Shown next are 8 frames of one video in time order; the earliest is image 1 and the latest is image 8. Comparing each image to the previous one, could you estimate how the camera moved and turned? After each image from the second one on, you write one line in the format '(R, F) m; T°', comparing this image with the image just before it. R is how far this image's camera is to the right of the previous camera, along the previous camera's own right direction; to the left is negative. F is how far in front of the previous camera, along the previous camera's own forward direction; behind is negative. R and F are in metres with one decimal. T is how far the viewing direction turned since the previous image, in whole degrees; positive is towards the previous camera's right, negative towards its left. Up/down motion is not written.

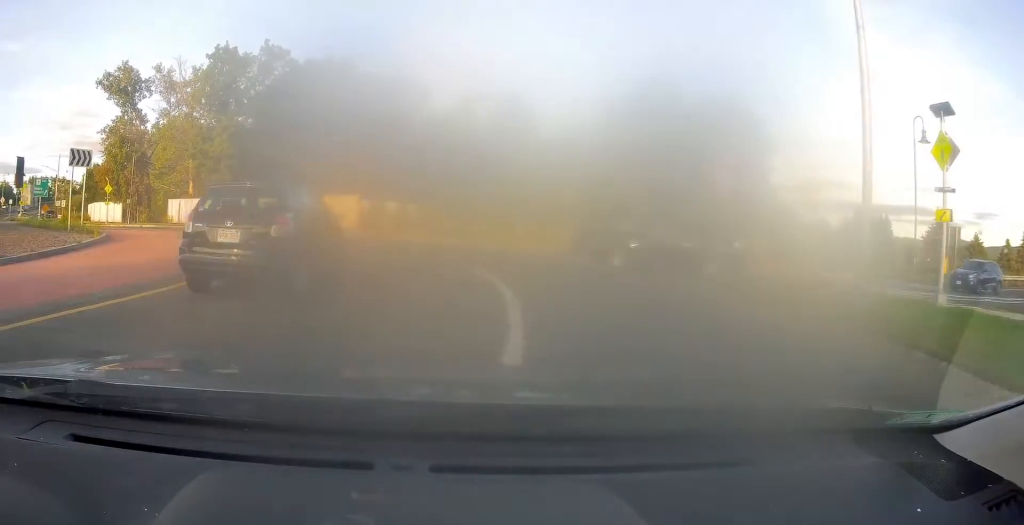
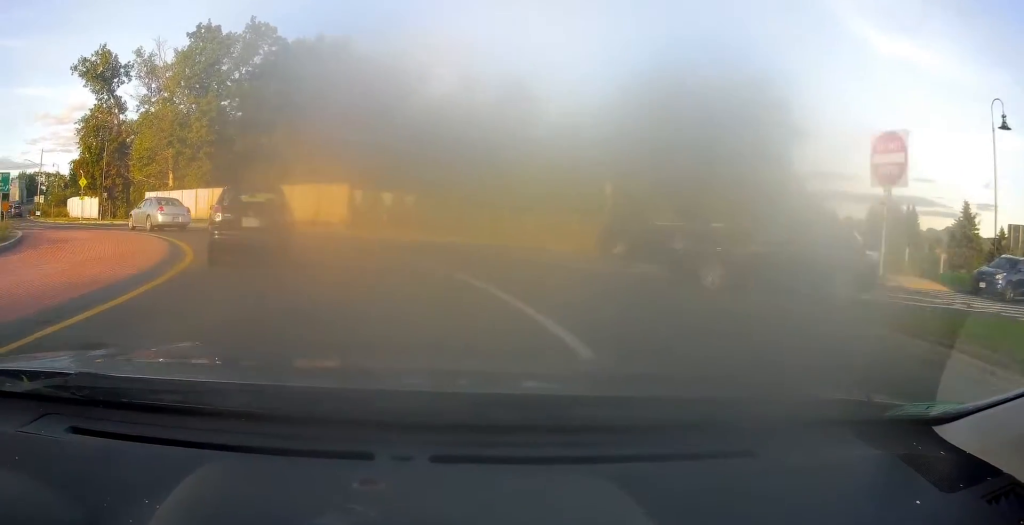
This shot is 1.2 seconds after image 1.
(-0.4, +7.2) m; -7°
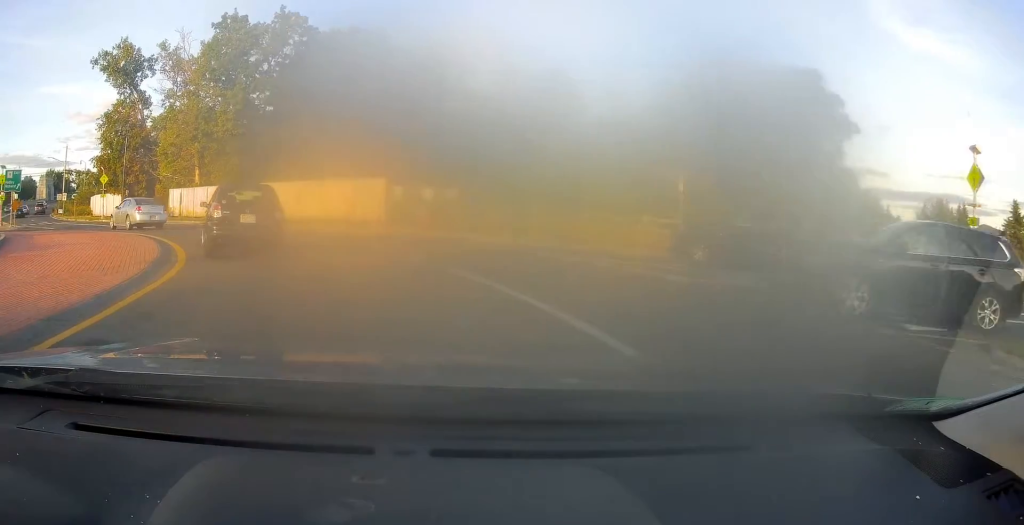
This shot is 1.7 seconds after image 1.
(-0.1, +3.4) m; -4°
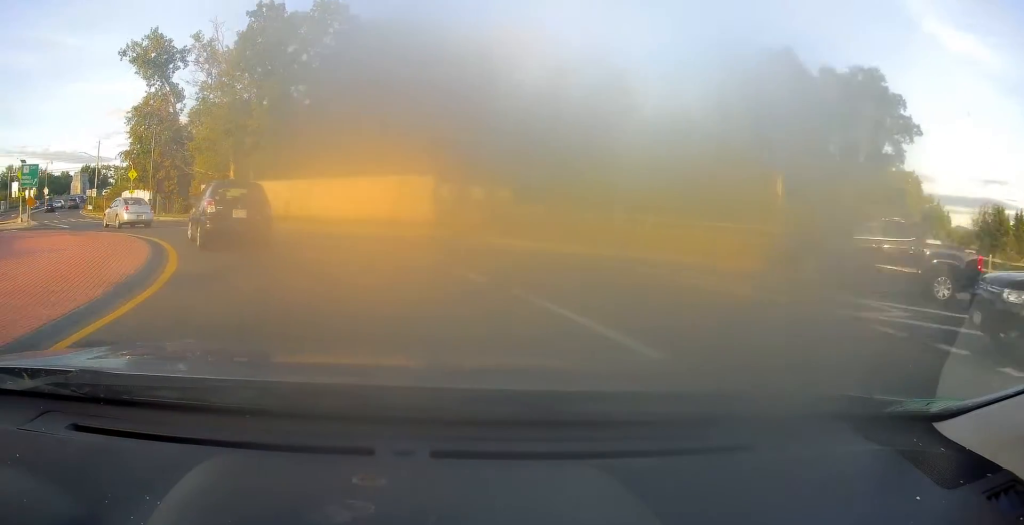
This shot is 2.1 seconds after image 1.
(+0.1, +3.0) m; -5°
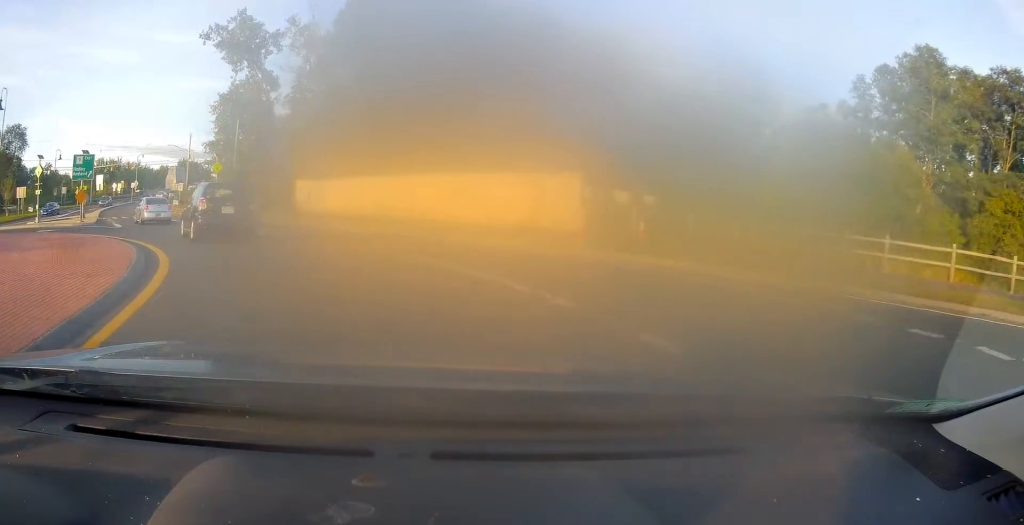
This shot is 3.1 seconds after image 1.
(-0.7, +6.4) m; -10°
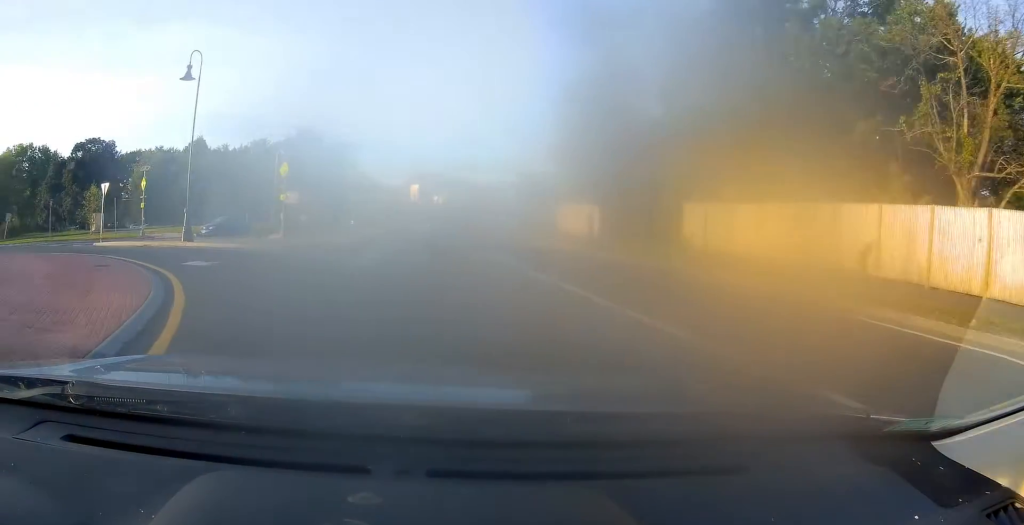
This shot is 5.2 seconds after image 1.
(-3.6, +13.8) m; -36°
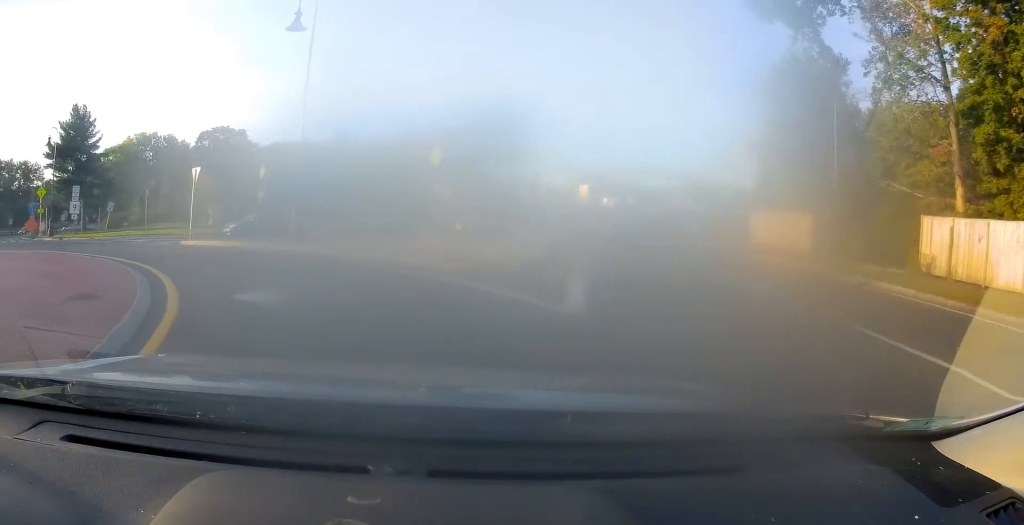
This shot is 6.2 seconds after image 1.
(-1.4, +7.0) m; -19°
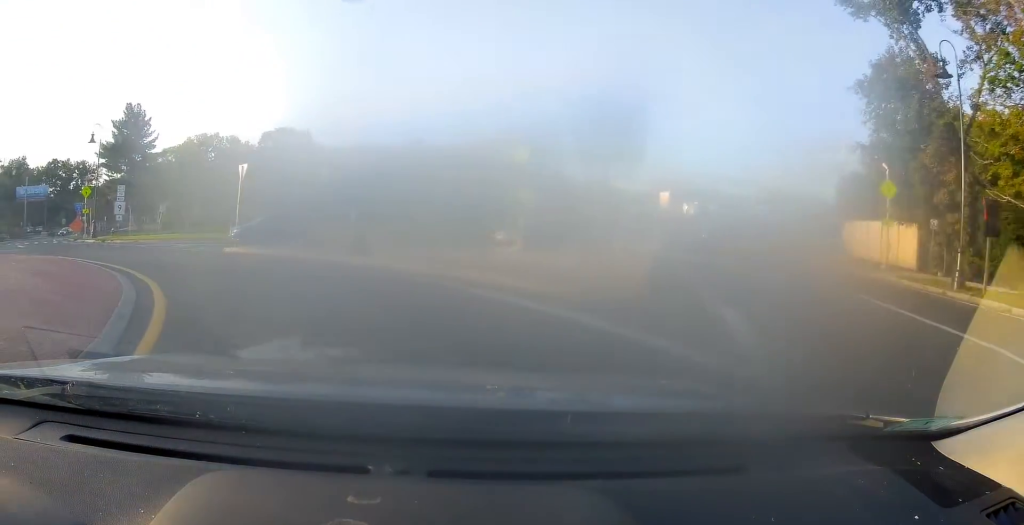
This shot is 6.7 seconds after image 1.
(-0.2, +3.3) m; -7°
